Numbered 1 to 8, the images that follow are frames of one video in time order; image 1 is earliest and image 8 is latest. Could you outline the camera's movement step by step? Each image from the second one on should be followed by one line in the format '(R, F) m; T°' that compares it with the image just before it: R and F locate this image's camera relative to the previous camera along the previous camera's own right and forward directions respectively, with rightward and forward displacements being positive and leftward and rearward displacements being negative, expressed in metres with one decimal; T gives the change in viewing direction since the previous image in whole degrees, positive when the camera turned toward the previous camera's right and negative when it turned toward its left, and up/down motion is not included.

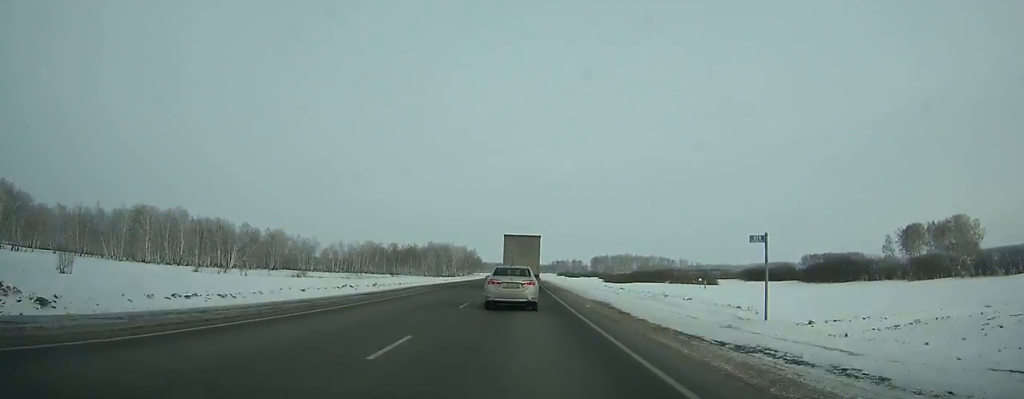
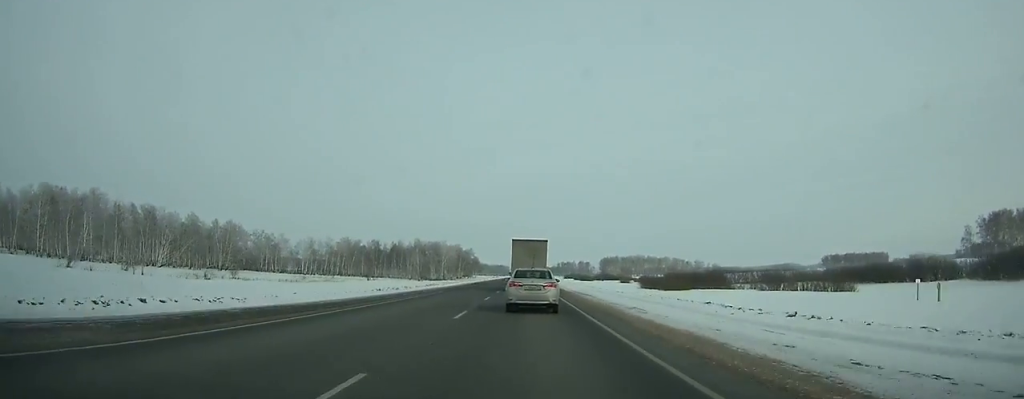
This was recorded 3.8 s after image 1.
(0.0, +52.5) m; 0°
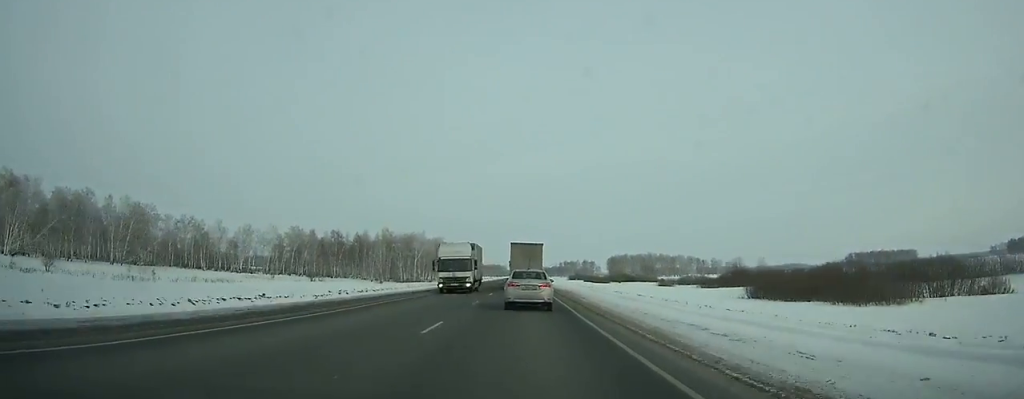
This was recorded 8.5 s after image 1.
(-0.6, +64.7) m; -1°
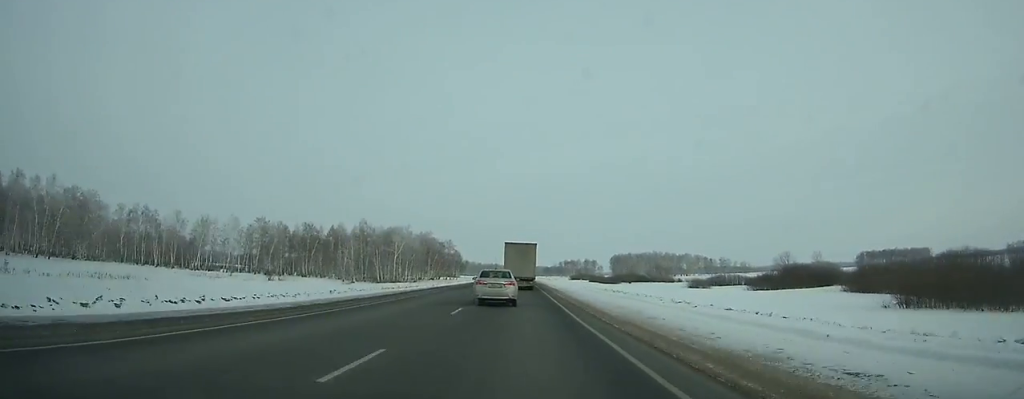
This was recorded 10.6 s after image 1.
(0.0, +29.6) m; 0°
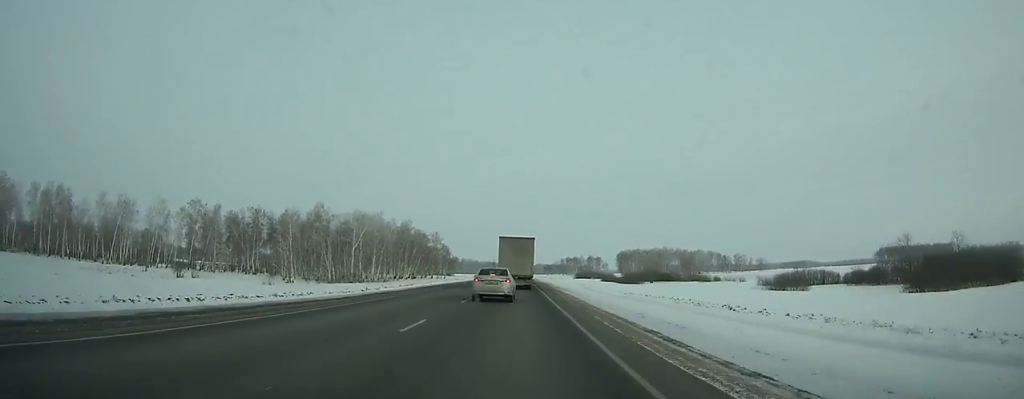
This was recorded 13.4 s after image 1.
(0.0, +40.4) m; +1°
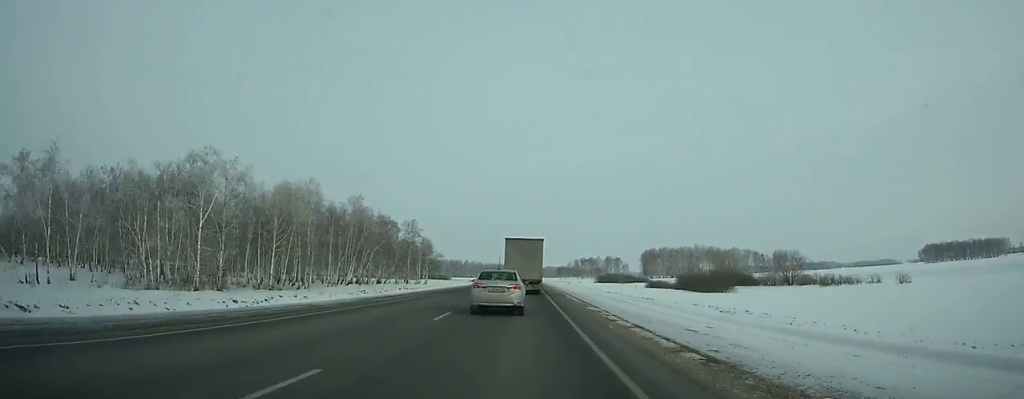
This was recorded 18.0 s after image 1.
(+0.2, +66.8) m; 0°
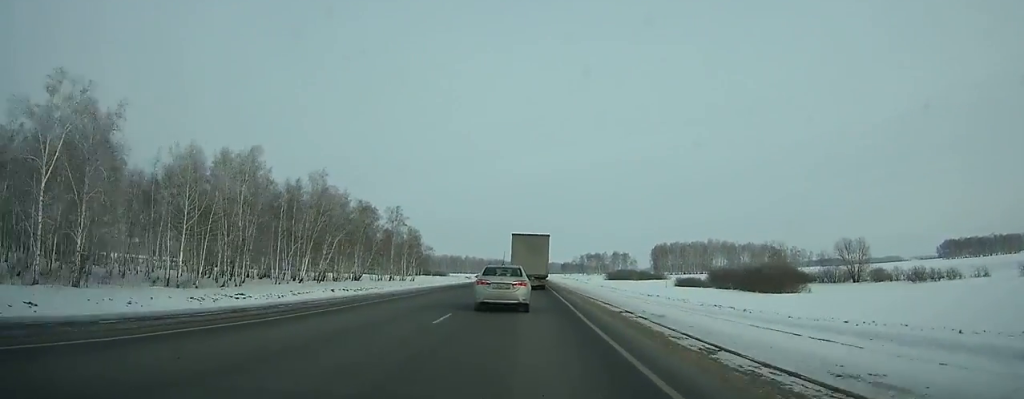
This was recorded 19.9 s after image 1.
(-0.1, +27.6) m; 0°
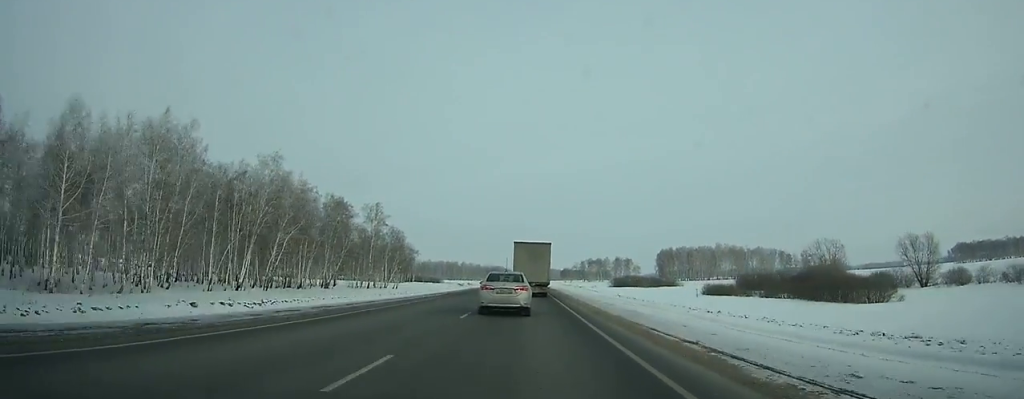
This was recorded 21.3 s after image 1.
(+0.1, +20.3) m; 0°
